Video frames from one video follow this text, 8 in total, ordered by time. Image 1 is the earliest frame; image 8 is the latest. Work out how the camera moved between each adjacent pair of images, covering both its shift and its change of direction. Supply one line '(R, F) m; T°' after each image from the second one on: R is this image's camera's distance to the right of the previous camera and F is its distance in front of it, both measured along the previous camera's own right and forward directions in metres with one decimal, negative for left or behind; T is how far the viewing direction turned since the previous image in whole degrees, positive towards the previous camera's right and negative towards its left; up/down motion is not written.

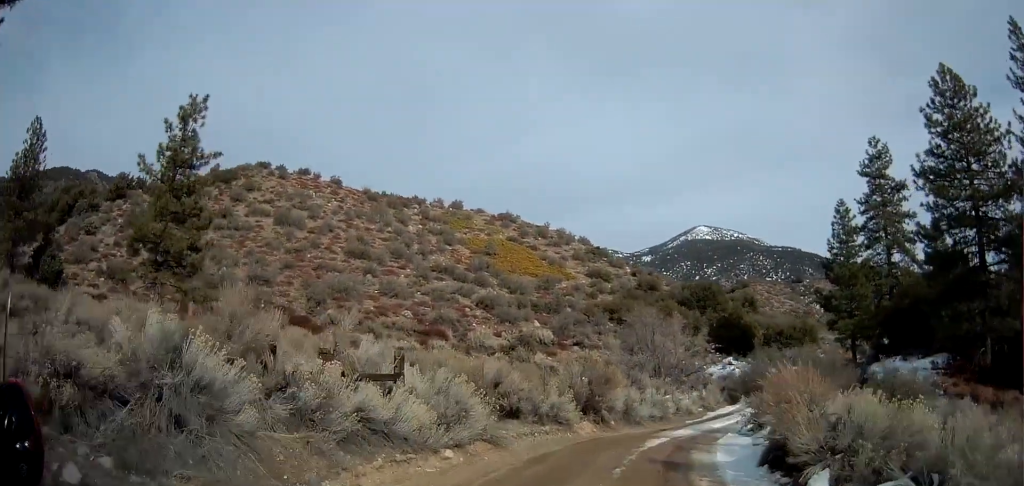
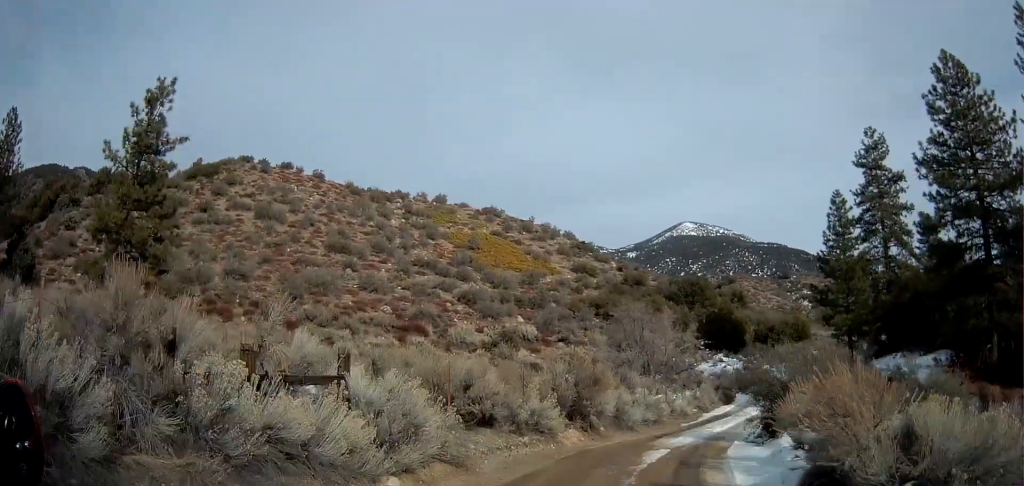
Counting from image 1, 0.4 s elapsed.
(0.0, +2.2) m; +1°
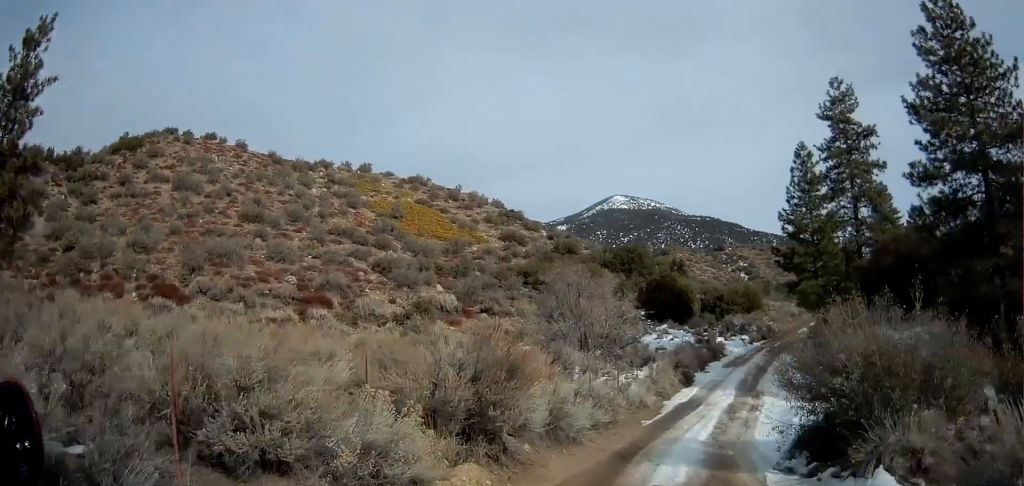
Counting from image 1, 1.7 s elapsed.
(+0.3, +7.0) m; +7°
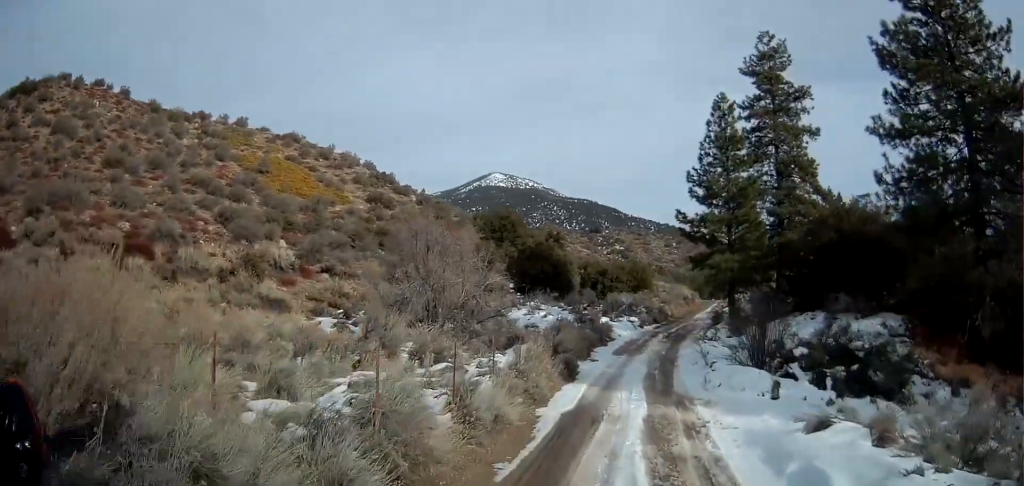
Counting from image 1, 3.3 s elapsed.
(+0.9, +8.3) m; +14°
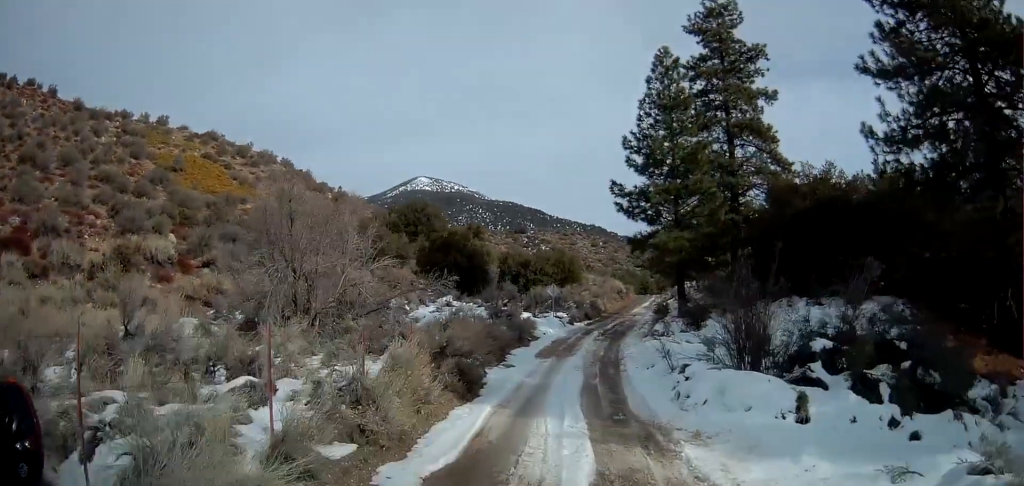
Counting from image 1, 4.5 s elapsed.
(+0.7, +6.7) m; +7°
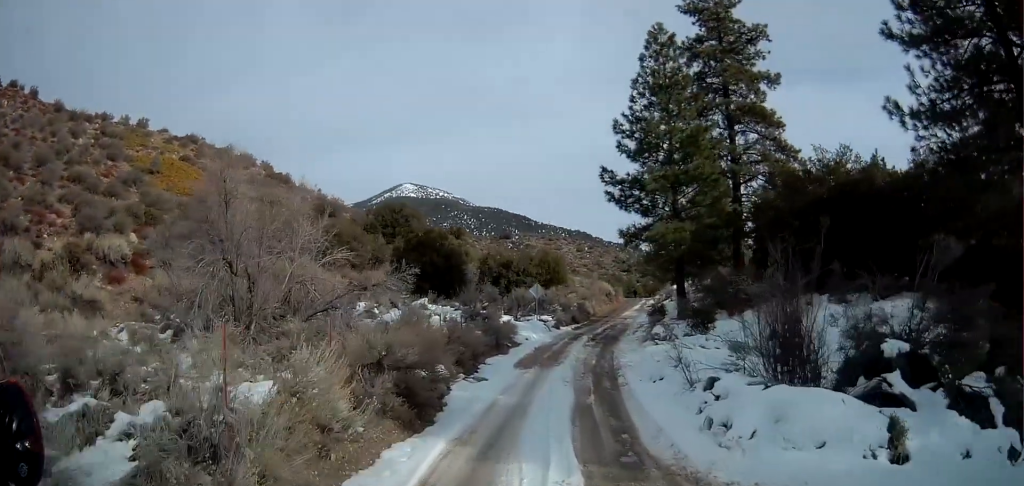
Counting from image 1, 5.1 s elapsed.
(+0.1, +3.6) m; +1°
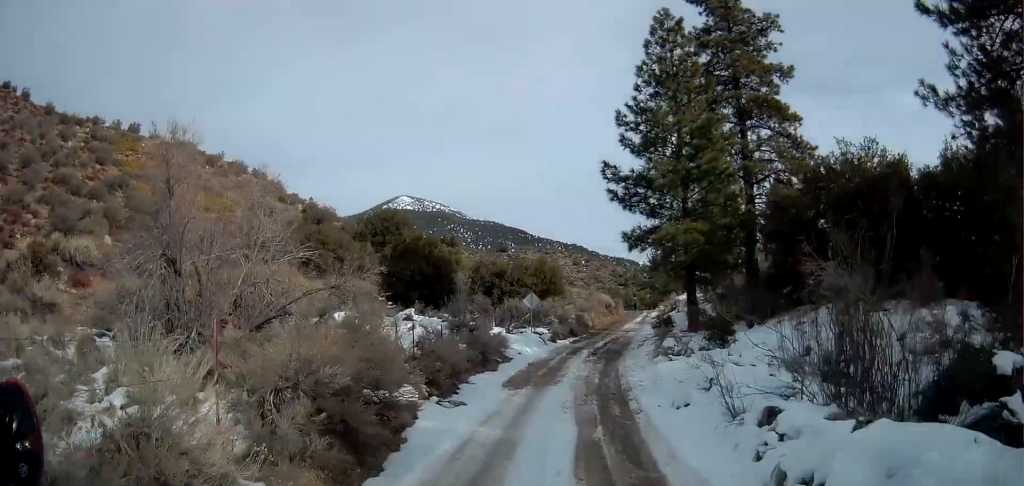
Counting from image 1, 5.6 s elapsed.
(0.0, +3.0) m; -1°
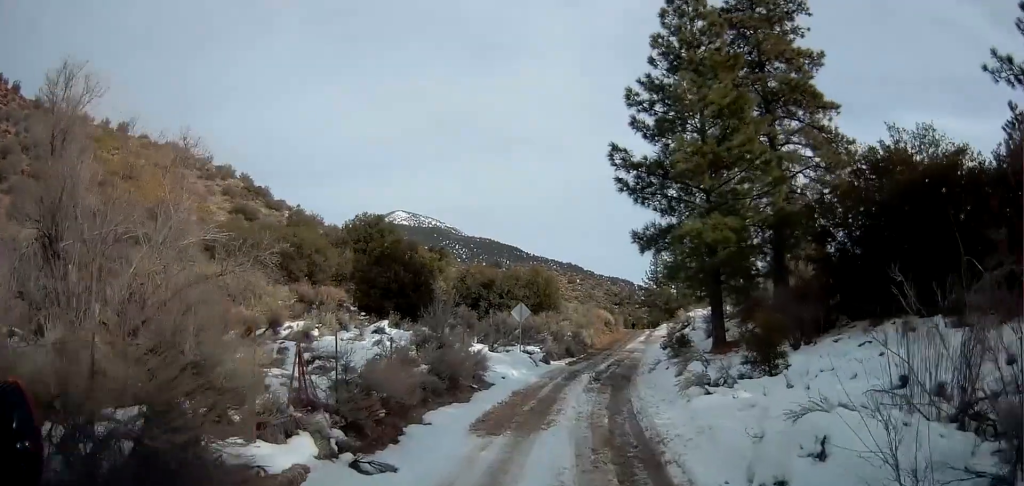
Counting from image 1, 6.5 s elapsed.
(0.0, +4.7) m; 0°
